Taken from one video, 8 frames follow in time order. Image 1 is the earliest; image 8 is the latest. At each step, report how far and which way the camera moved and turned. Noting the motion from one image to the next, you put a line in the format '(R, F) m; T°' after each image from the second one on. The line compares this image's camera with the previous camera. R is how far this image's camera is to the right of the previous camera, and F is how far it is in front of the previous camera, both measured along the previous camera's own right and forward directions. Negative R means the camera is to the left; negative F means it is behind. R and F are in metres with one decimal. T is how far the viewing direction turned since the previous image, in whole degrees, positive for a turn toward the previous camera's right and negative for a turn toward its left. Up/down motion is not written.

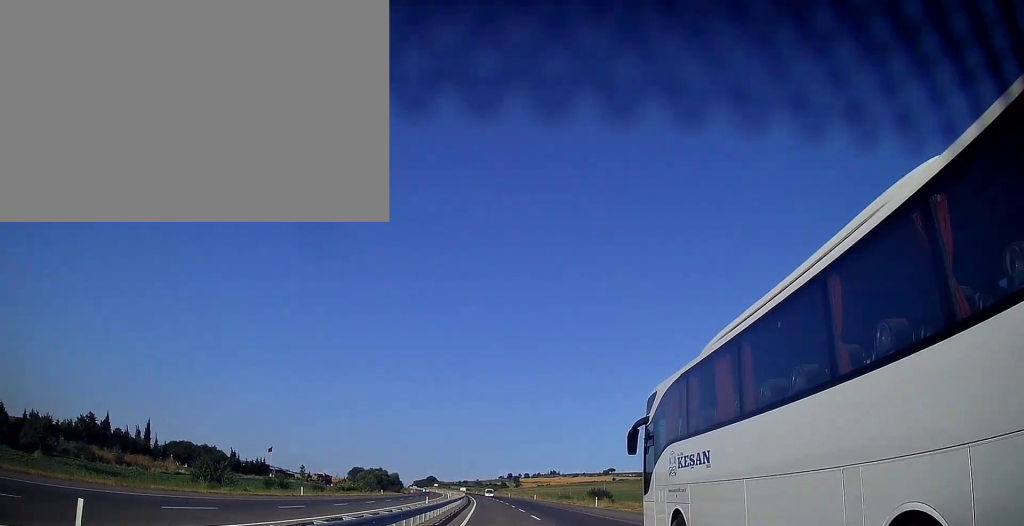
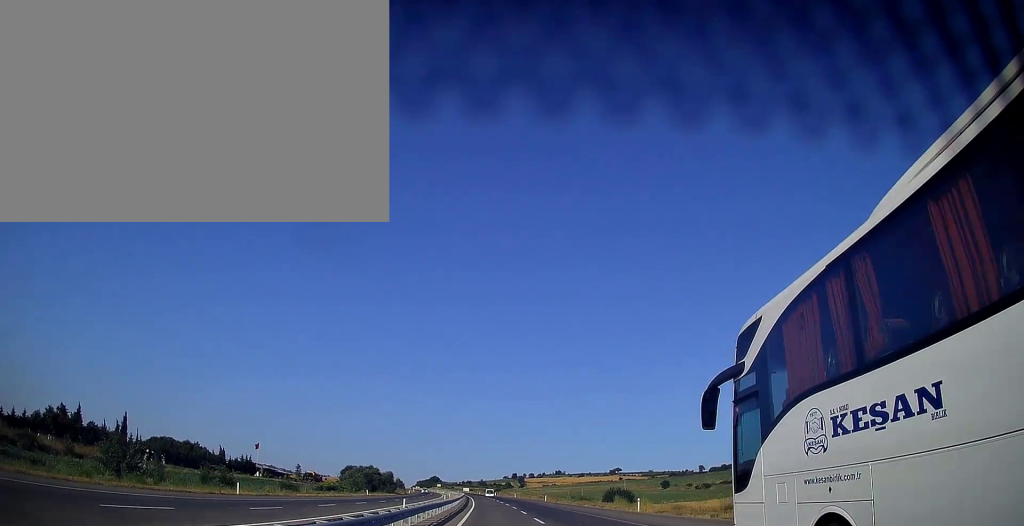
(0.0, +16.6) m; 0°
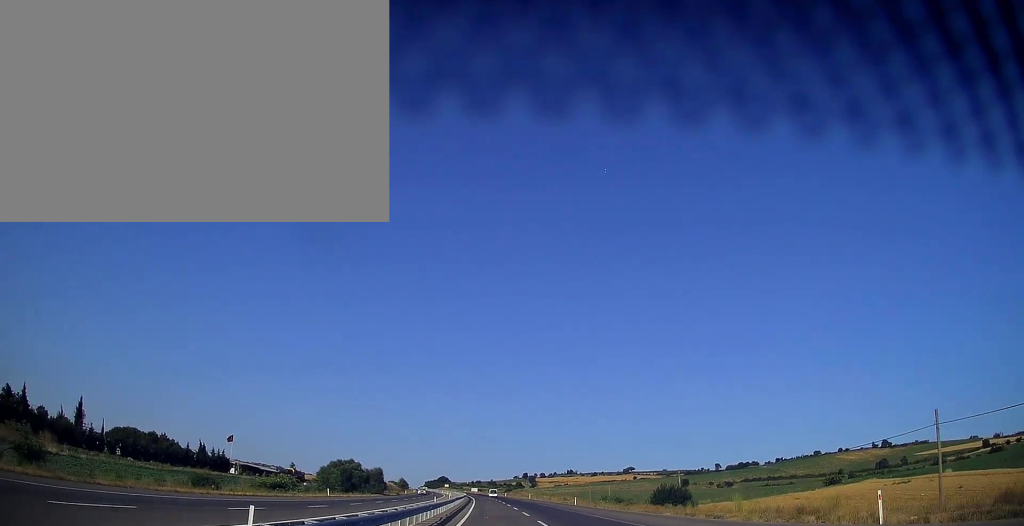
(0.0, +25.4) m; 0°
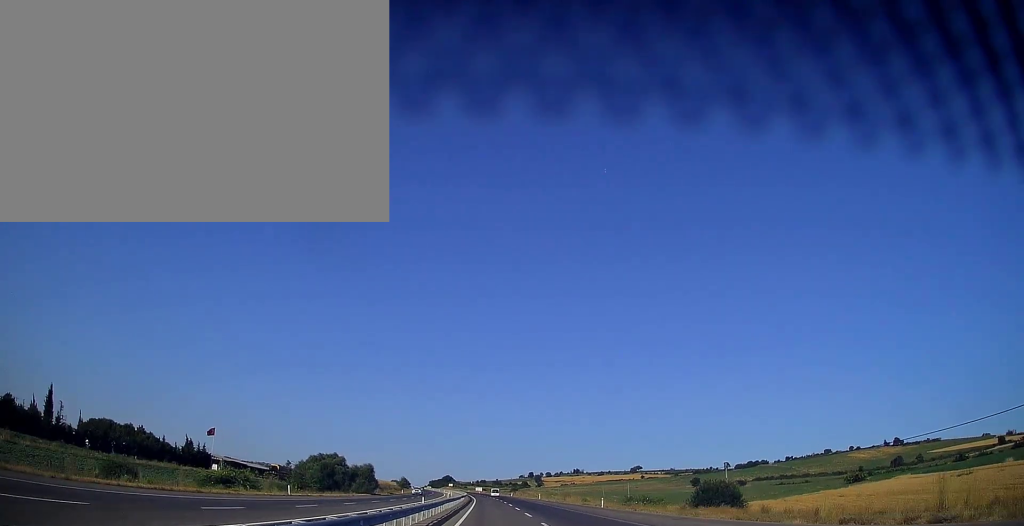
(0.0, +15.7) m; -1°
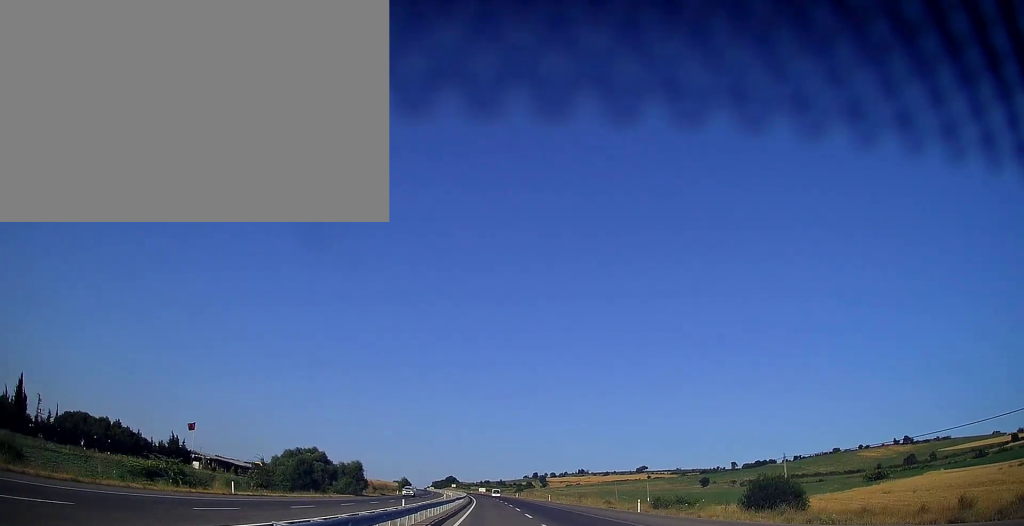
(-0.1, +11.7) m; 0°
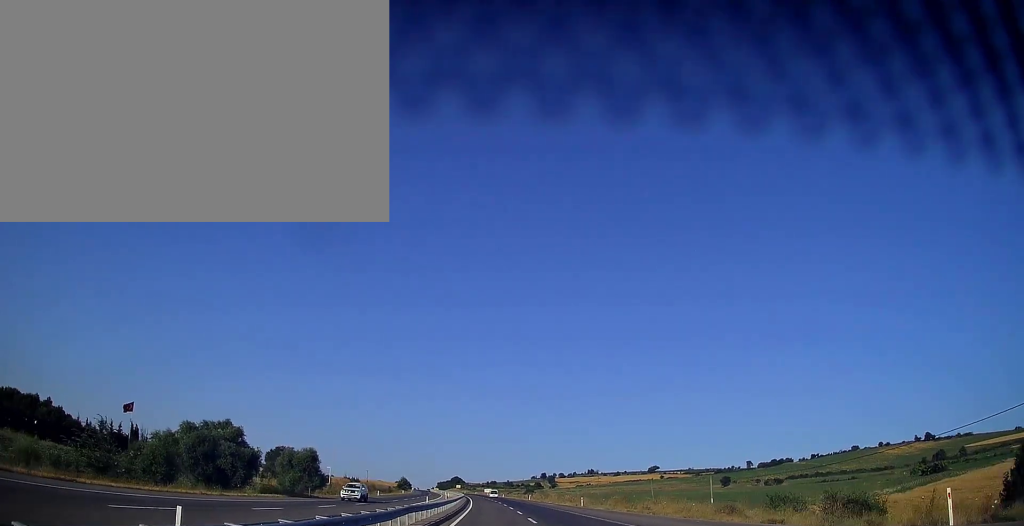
(-0.3, +30.3) m; -1°
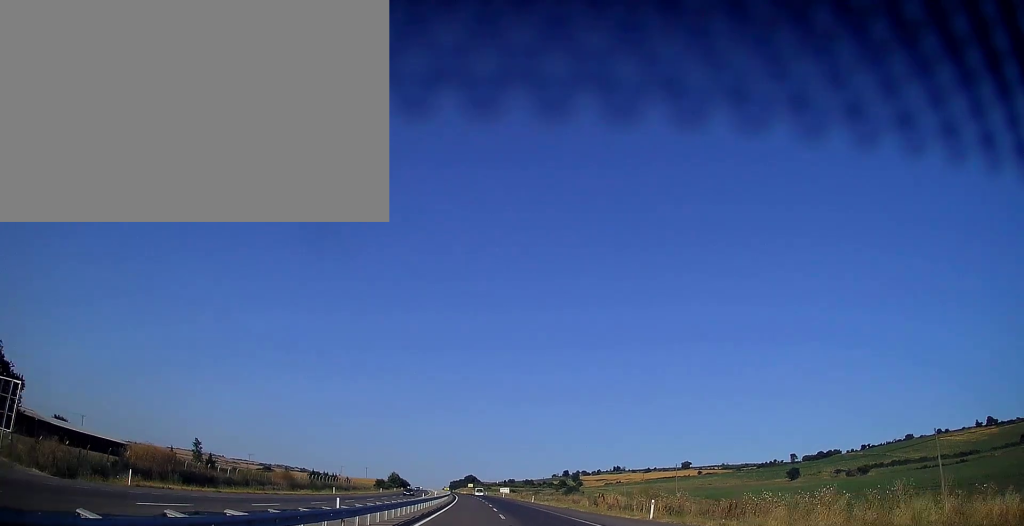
(-1.0, +80.3) m; -1°
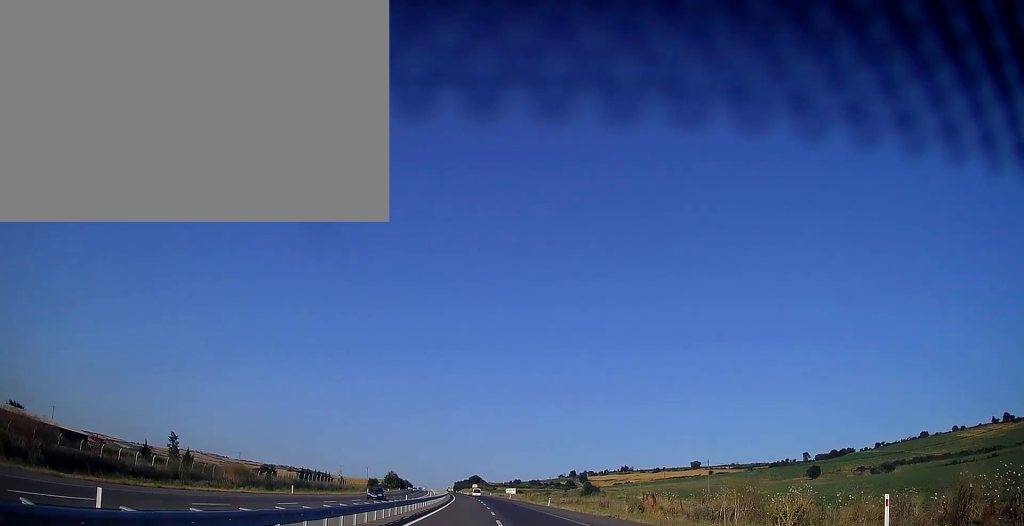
(-0.3, +18.7) m; -1°
